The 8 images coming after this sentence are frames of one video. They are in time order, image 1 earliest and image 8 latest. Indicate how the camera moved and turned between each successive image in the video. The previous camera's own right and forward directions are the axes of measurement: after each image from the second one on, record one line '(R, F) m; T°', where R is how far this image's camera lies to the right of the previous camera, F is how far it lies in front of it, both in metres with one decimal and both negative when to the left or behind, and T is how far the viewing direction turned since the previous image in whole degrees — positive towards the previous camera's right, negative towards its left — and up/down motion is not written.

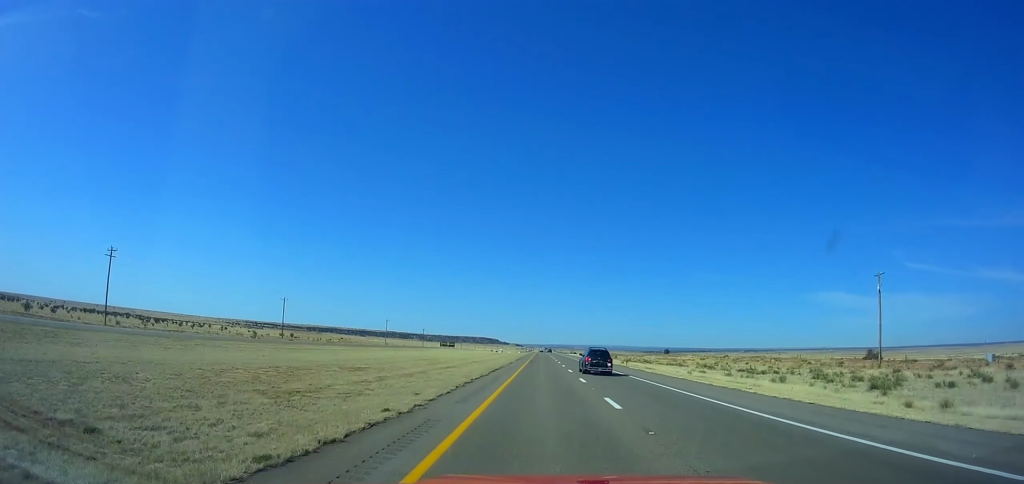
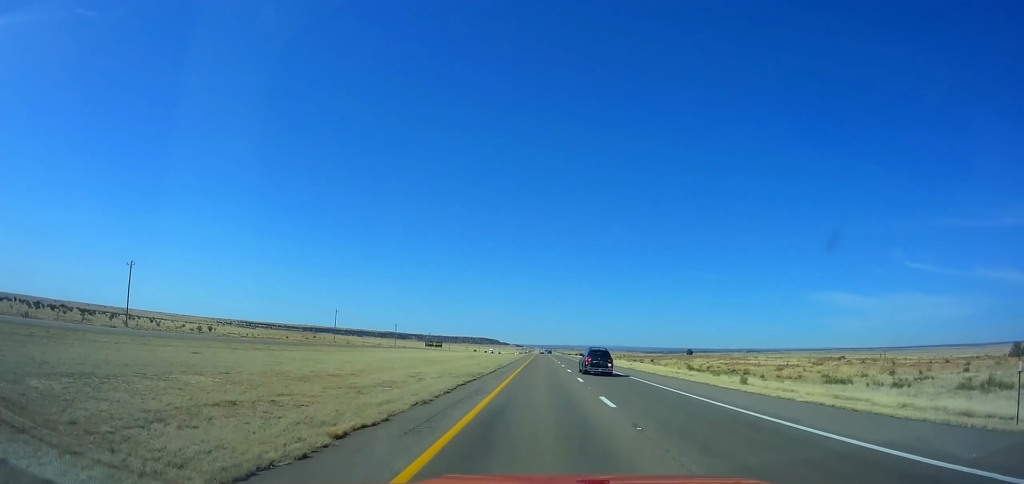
(+0.2, +60.9) m; 0°
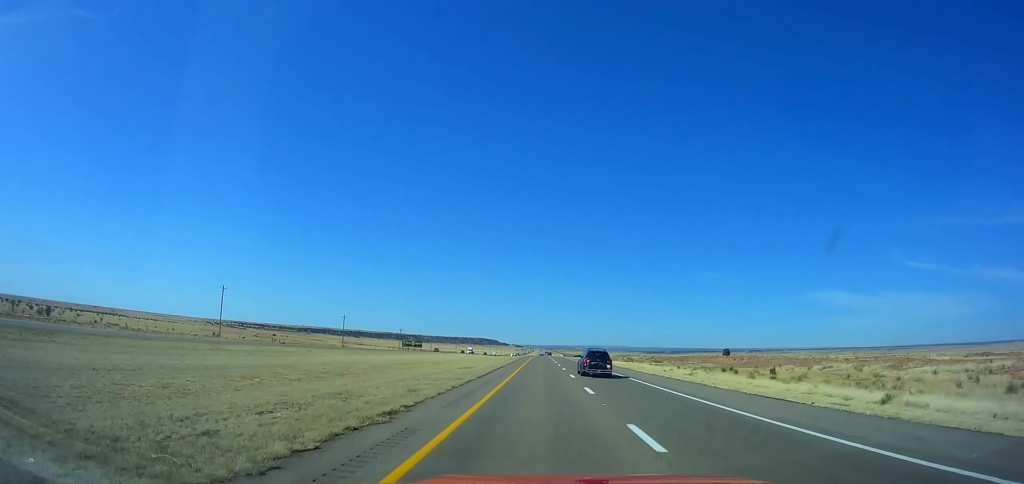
(+0.2, +68.0) m; 0°
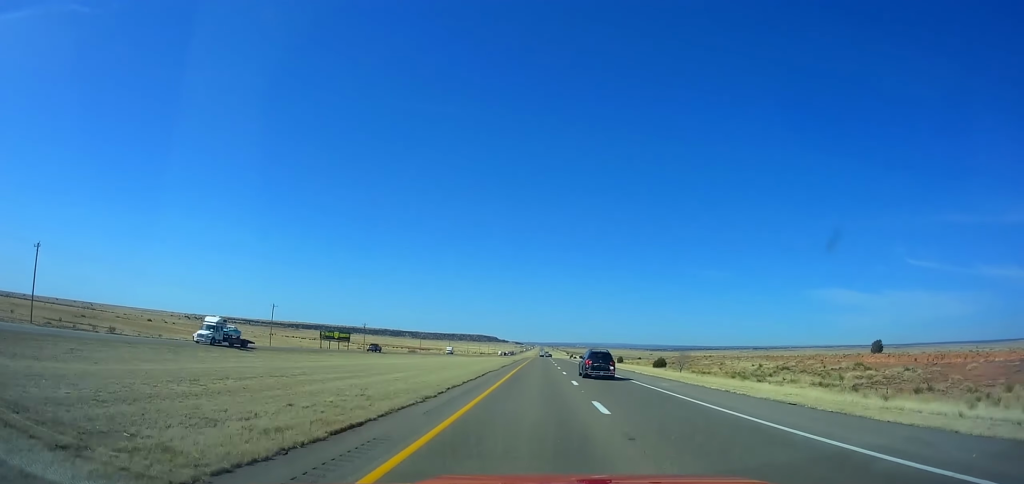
(-0.5, +129.2) m; 0°
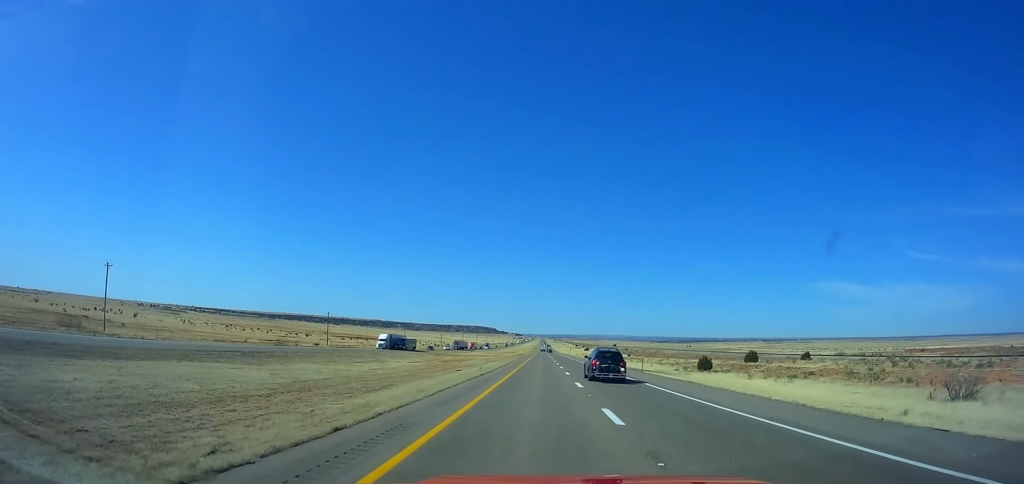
(-0.7, +237.1) m; 0°
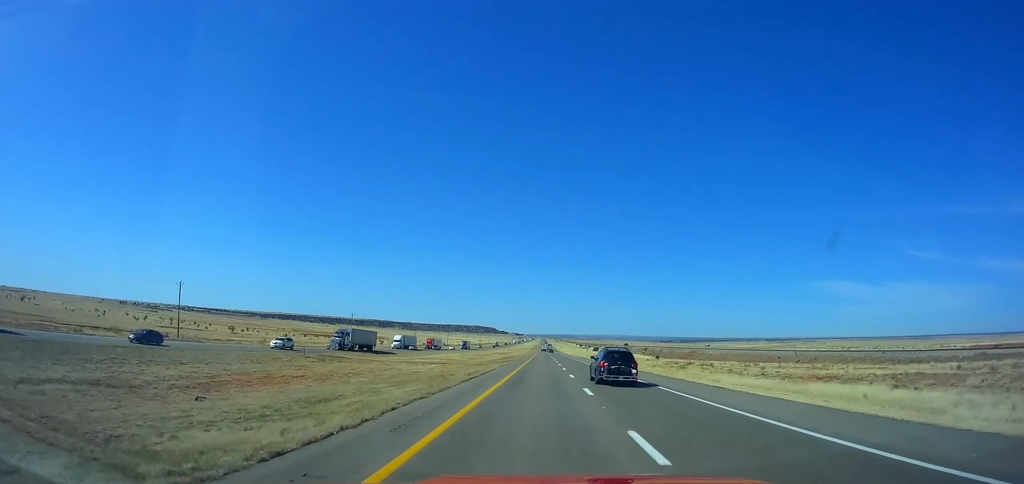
(-0.6, +77.8) m; 0°
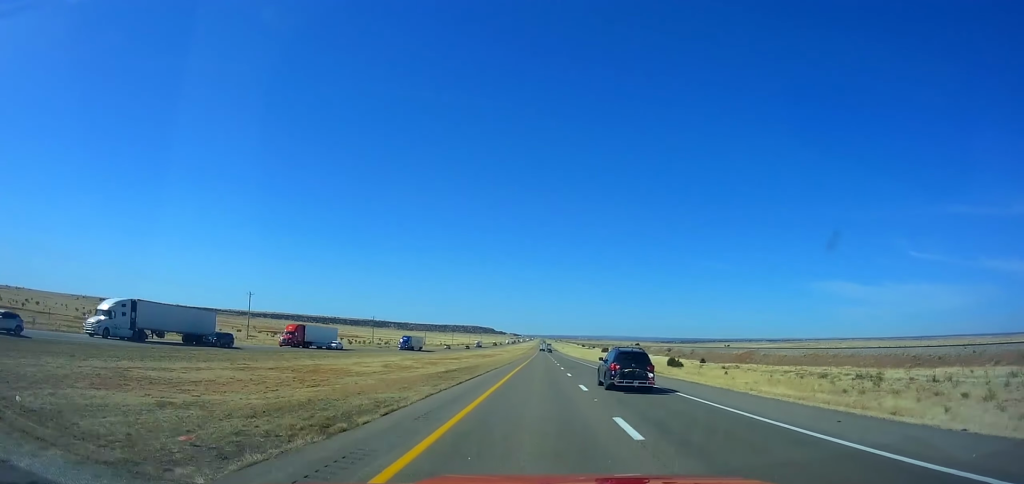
(+0.7, +71.0) m; 0°
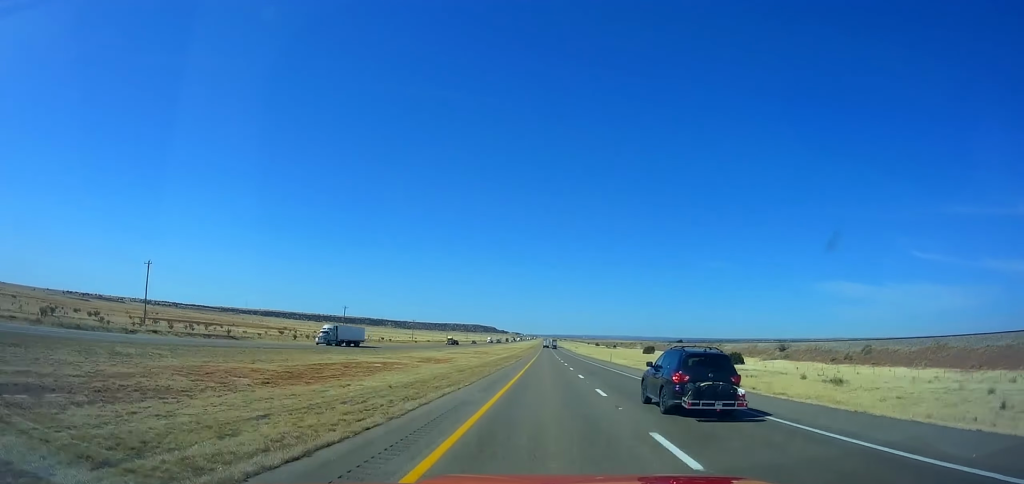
(-0.9, +135.2) m; 0°
